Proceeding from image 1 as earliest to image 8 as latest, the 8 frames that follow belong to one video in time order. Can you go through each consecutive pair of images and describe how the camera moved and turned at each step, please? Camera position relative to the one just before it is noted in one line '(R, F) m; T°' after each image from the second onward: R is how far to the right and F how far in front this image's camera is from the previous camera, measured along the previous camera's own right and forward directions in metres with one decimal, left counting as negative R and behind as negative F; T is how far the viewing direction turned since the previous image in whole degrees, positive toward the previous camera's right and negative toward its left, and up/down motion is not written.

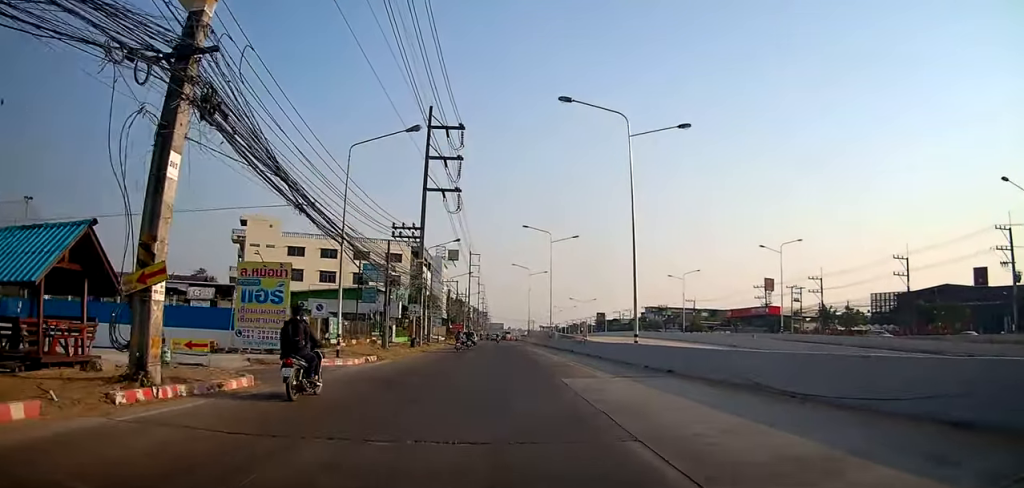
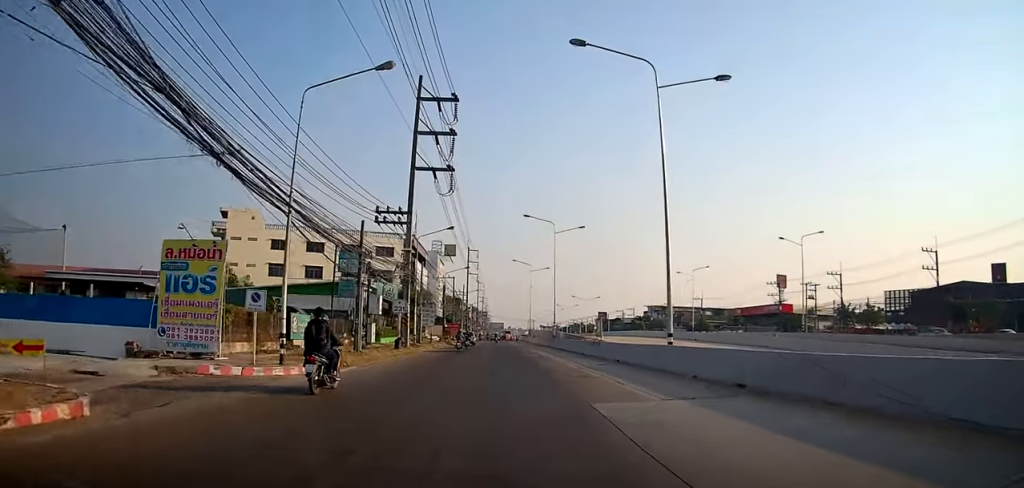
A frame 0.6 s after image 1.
(-0.1, +5.7) m; -1°
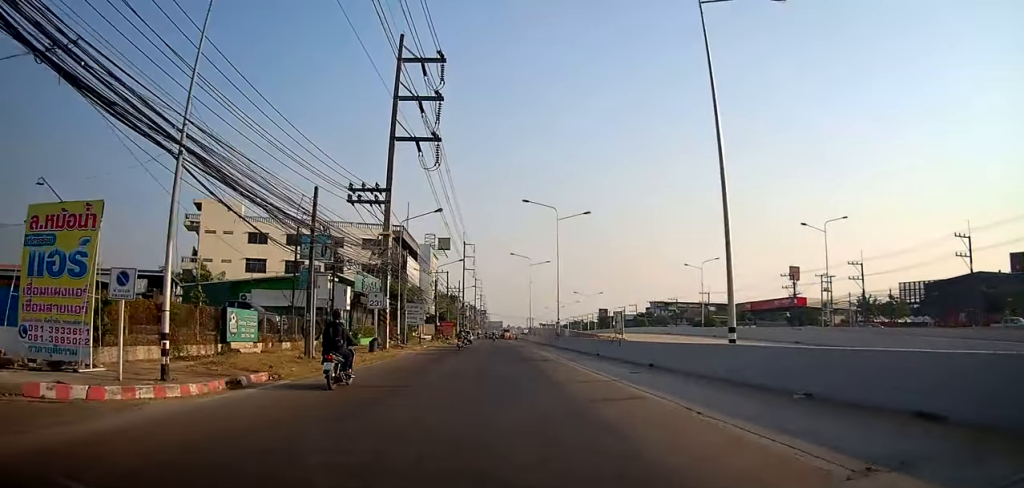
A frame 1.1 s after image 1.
(0.0, +6.0) m; -1°
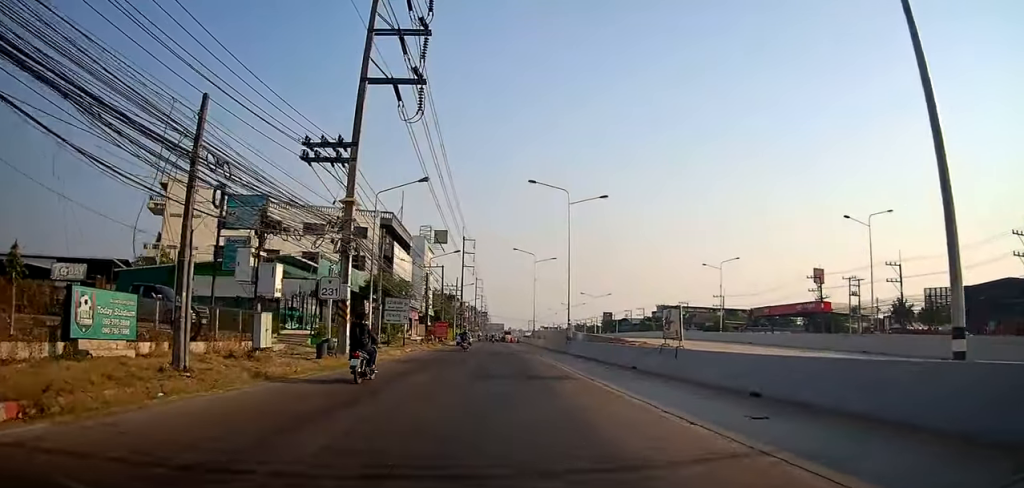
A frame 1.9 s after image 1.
(-0.1, +8.3) m; +2°
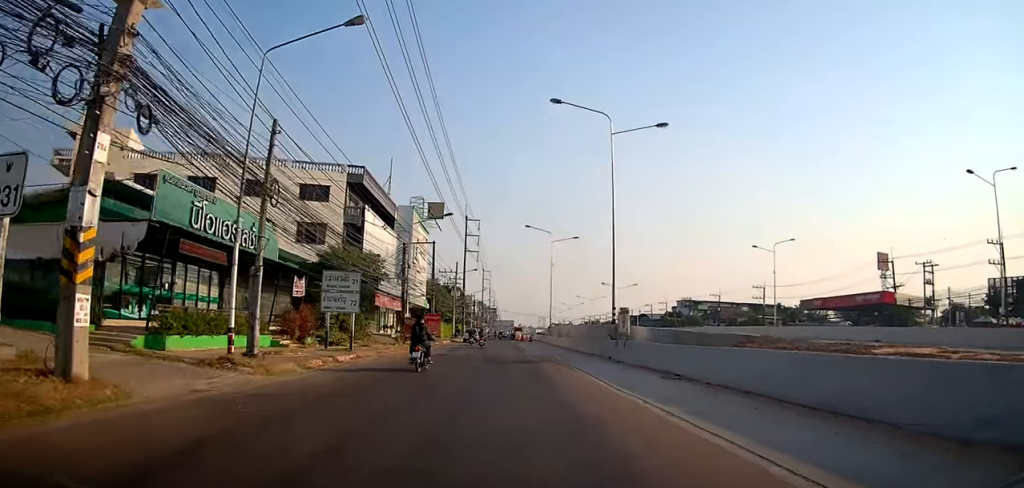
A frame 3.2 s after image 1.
(+0.5, +16.3) m; -1°
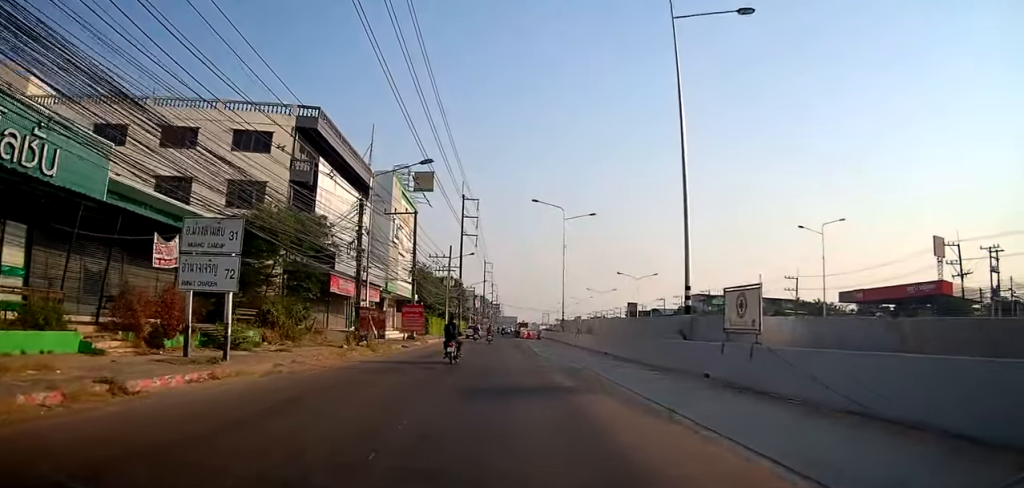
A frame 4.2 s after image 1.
(-0.8, +12.1) m; -4°
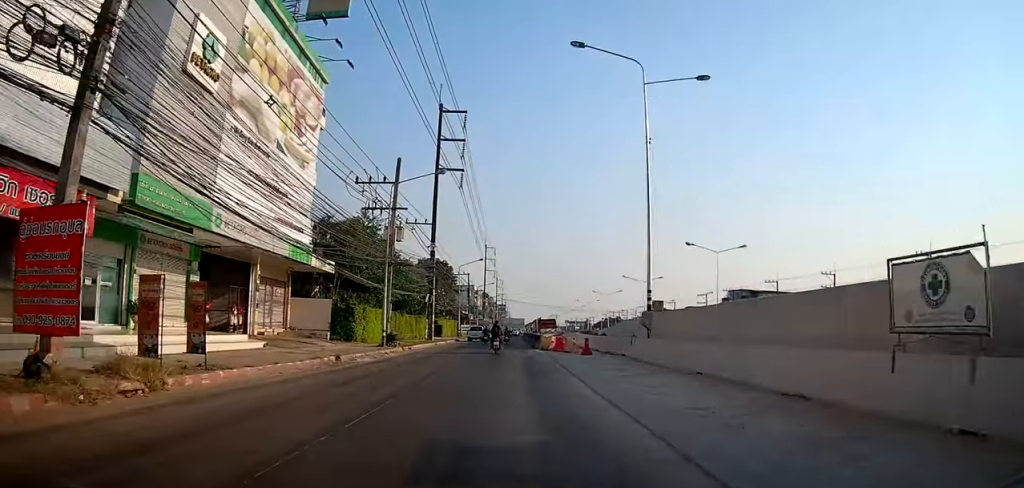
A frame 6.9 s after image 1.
(-0.3, +33.6) m; -1°
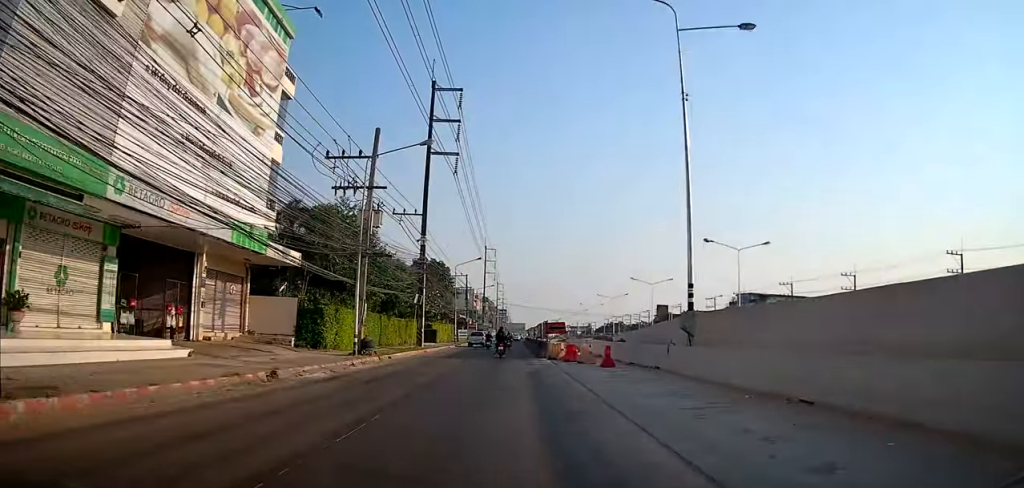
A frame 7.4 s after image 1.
(0.0, +5.5) m; +1°
